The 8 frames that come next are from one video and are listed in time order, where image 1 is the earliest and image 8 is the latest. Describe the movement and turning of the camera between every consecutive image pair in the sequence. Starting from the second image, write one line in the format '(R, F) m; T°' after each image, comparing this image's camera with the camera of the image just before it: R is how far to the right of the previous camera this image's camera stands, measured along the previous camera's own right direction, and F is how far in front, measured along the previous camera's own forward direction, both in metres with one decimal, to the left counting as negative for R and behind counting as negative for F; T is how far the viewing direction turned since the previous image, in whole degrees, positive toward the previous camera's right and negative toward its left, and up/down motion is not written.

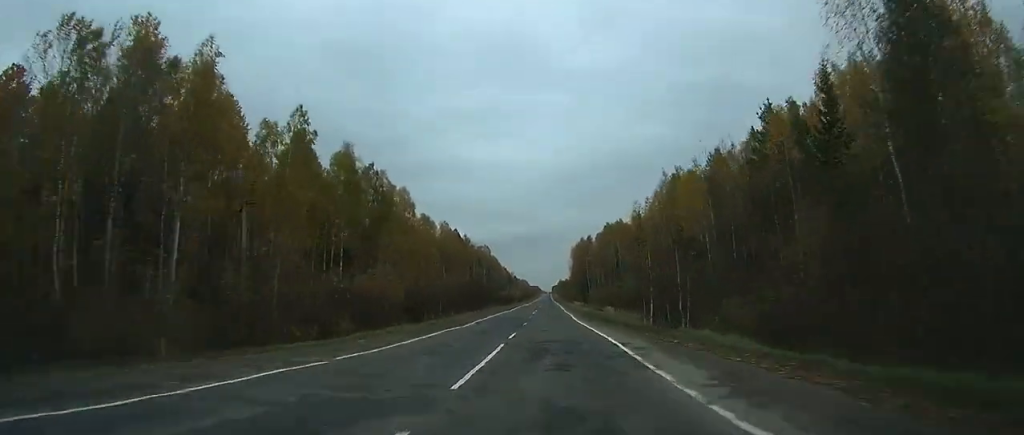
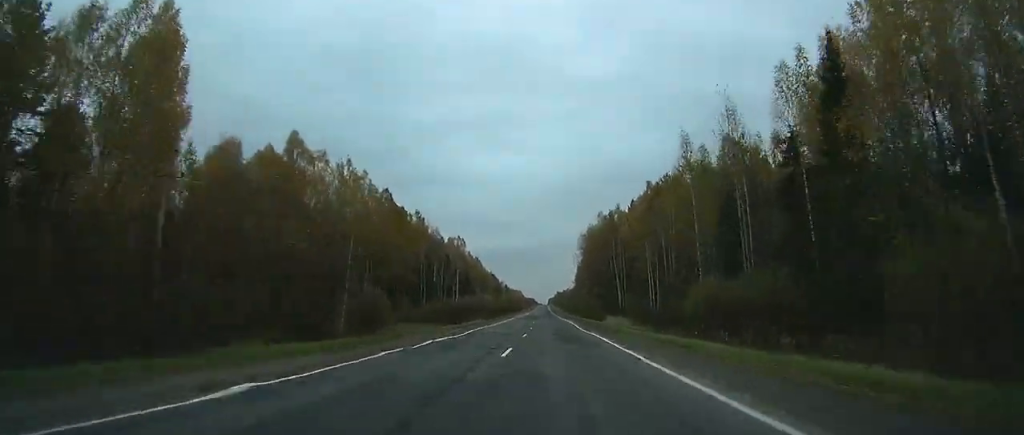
(+0.4, +79.3) m; +1°
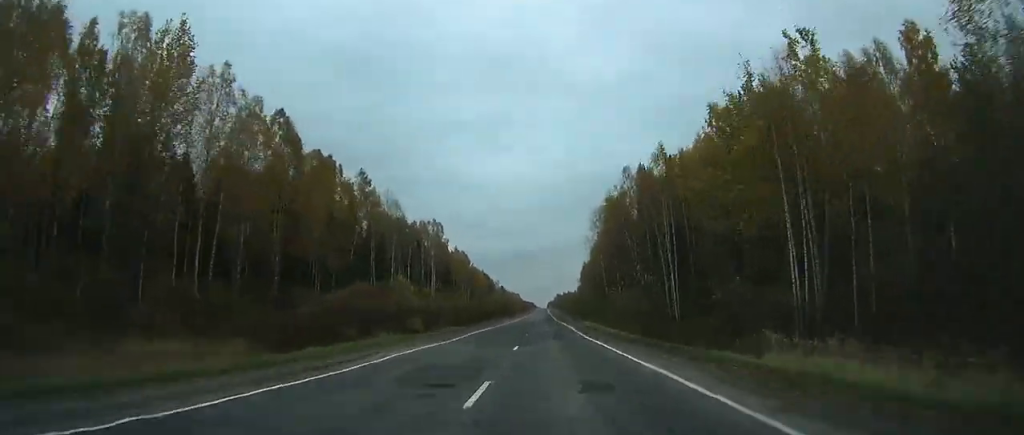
(-0.3, +43.3) m; +5°
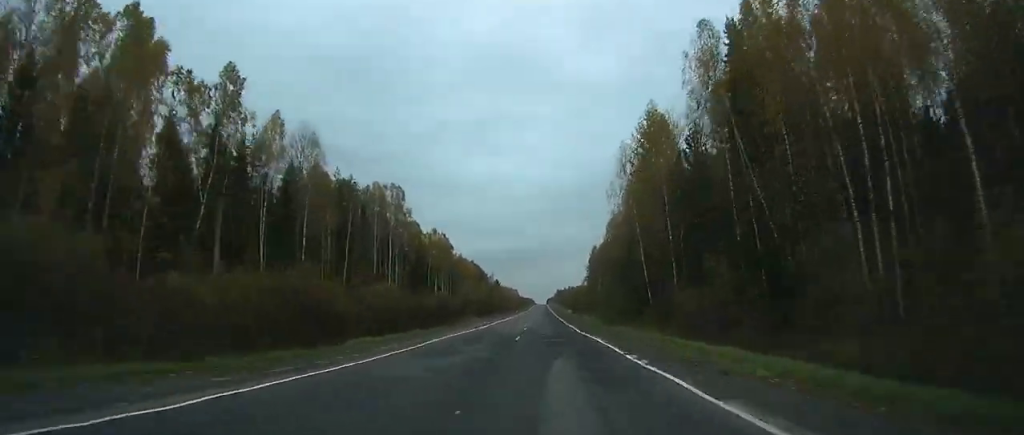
(+3.9, +41.5) m; -4°
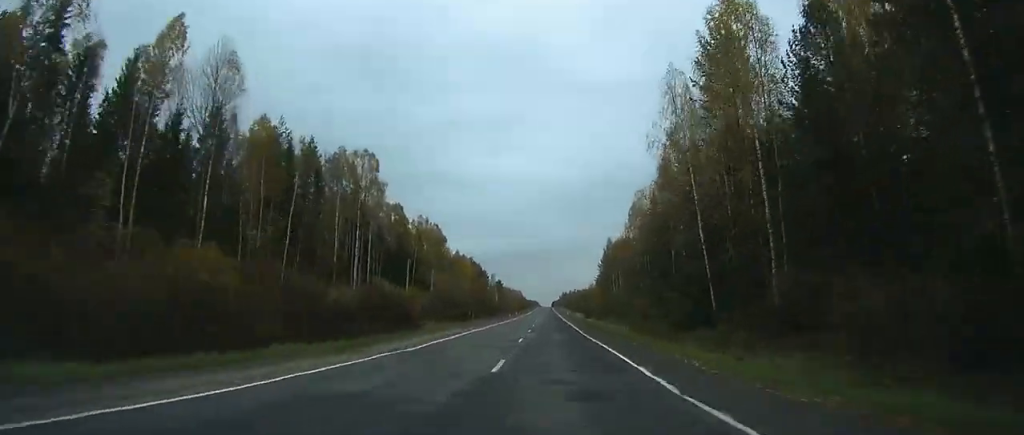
(-0.8, +22.5) m; -3°
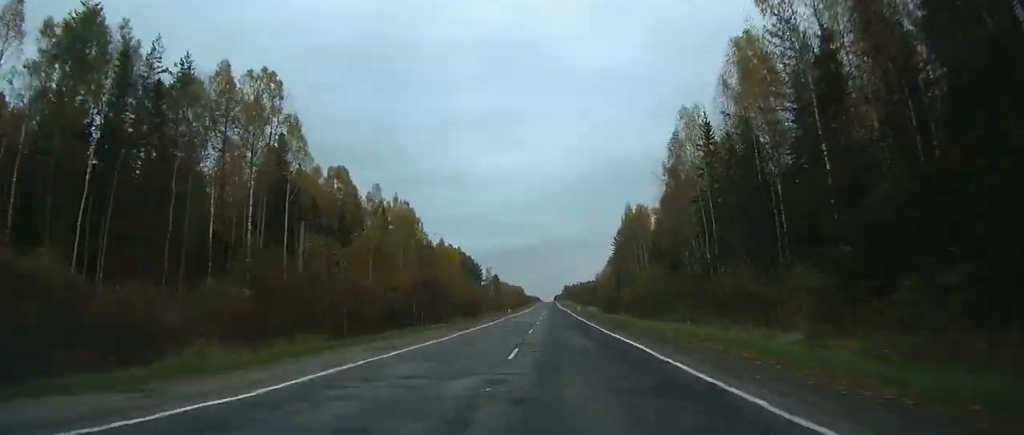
(-6.1, +31.8) m; -4°
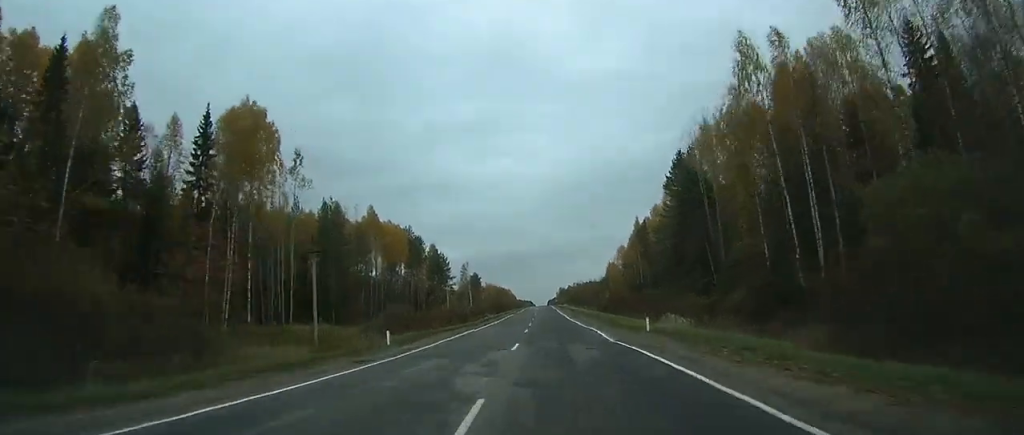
(+5.8, +71.4) m; +5°
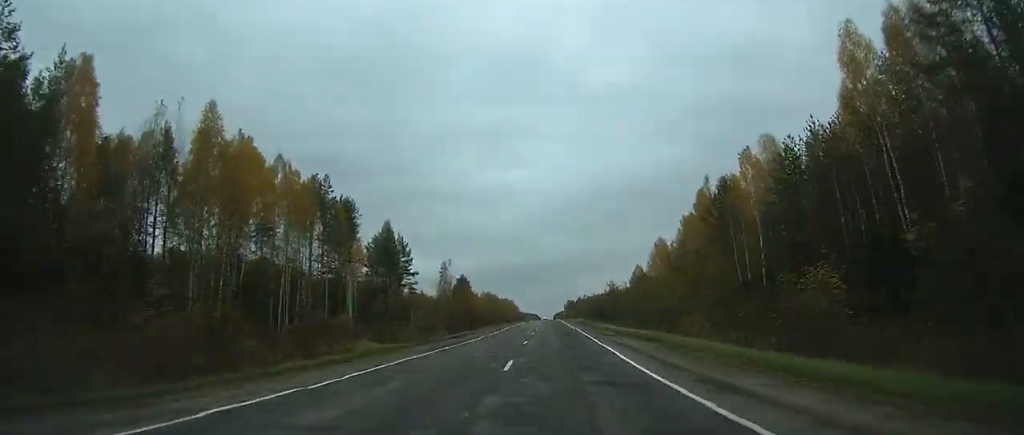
(-0.1, +64.0) m; 0°
